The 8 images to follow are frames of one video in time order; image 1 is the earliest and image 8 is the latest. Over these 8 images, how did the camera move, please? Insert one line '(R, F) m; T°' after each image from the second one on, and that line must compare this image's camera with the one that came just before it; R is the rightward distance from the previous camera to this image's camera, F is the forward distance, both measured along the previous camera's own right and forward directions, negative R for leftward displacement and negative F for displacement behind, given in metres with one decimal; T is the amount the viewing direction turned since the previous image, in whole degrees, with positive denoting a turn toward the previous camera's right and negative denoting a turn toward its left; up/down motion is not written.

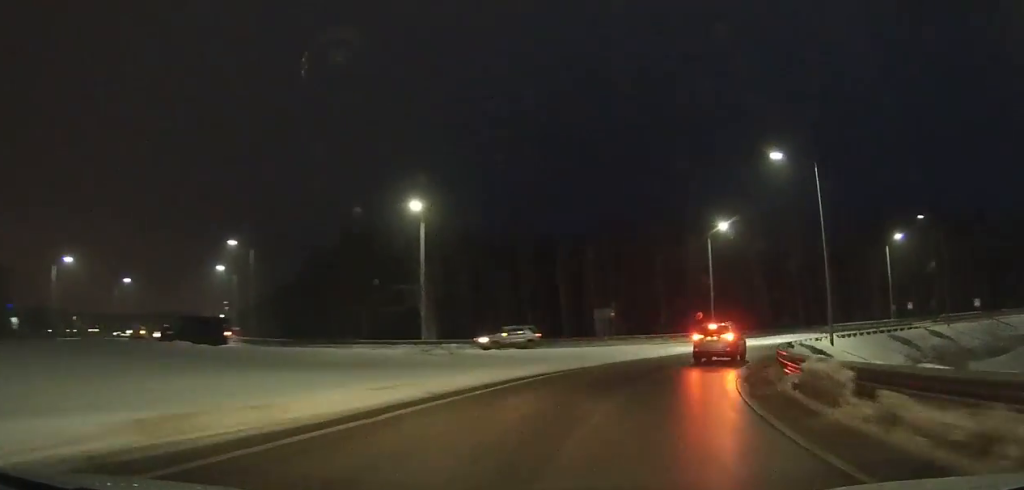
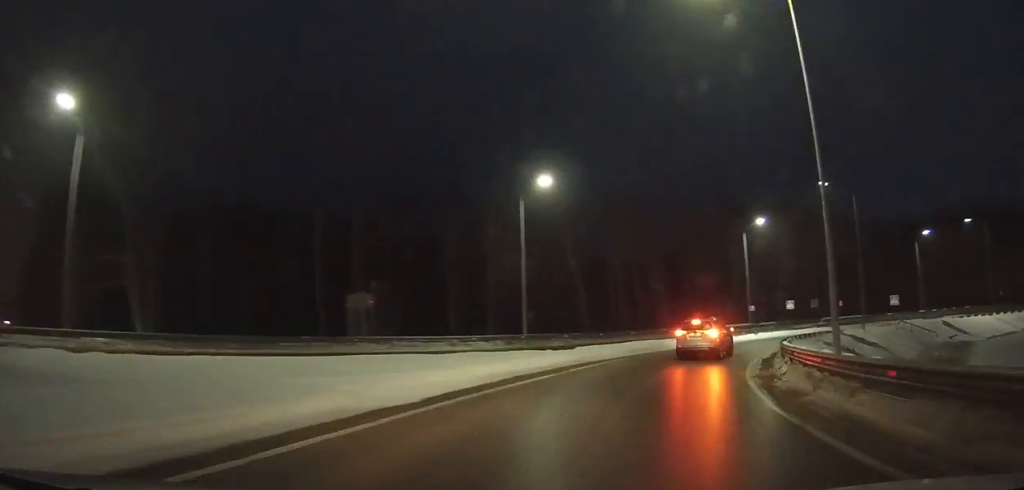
(+1.5, +20.5) m; +20°
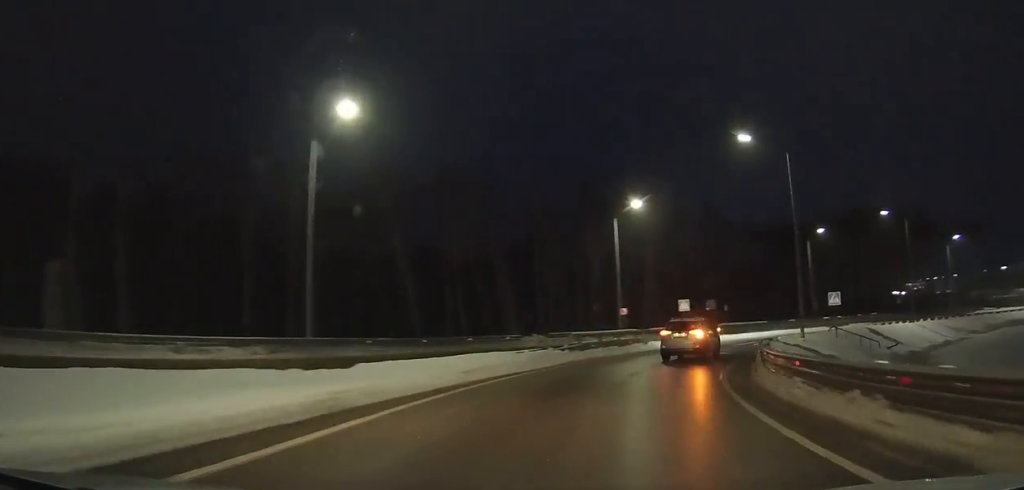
(+3.8, +13.7) m; +14°
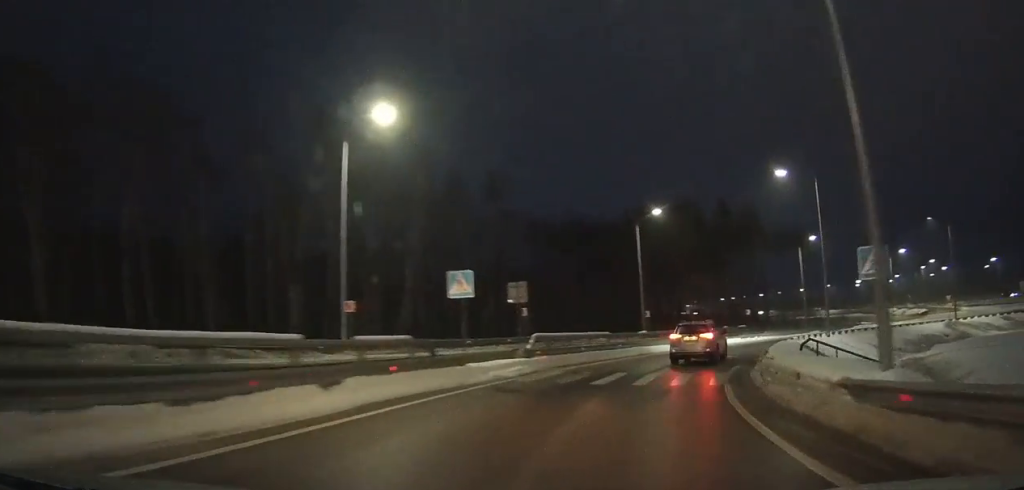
(+4.7, +23.4) m; +23°
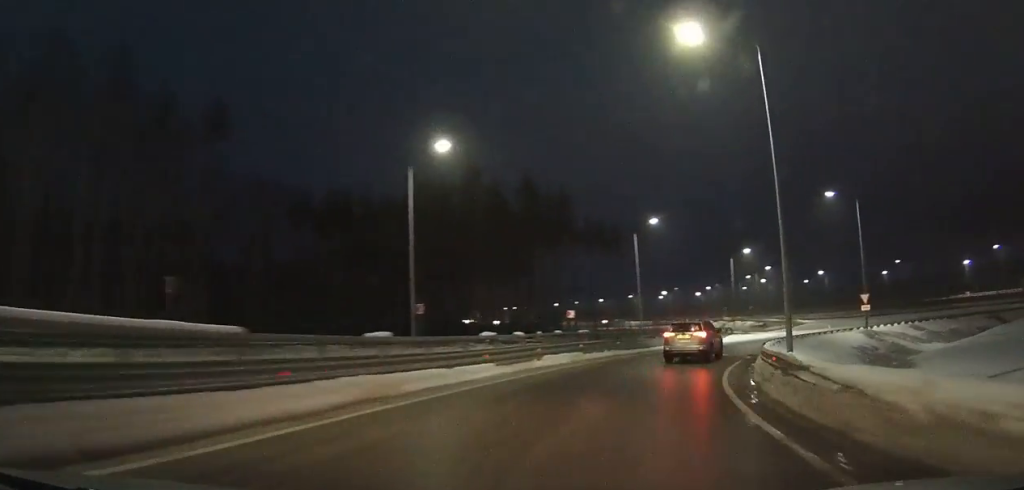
(+2.2, +20.6) m; +18°
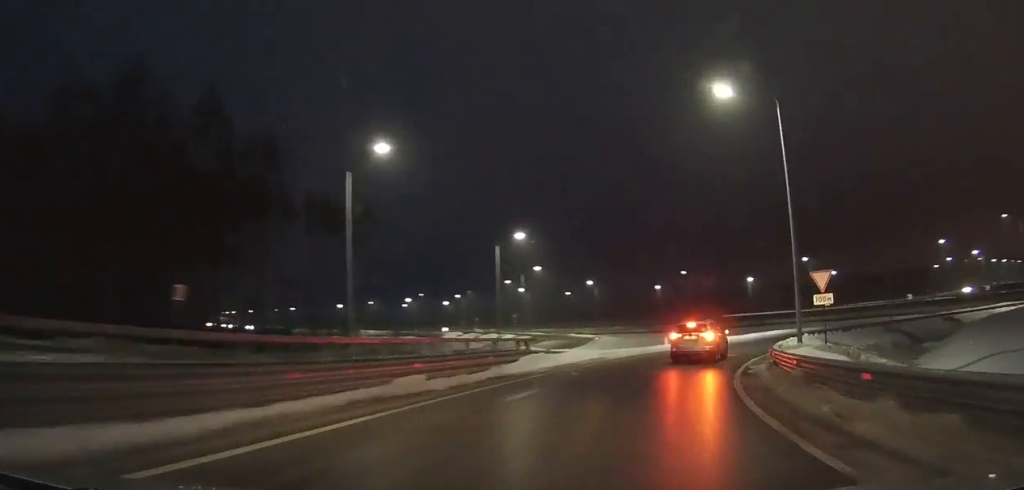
(+5.5, +24.0) m; +22°
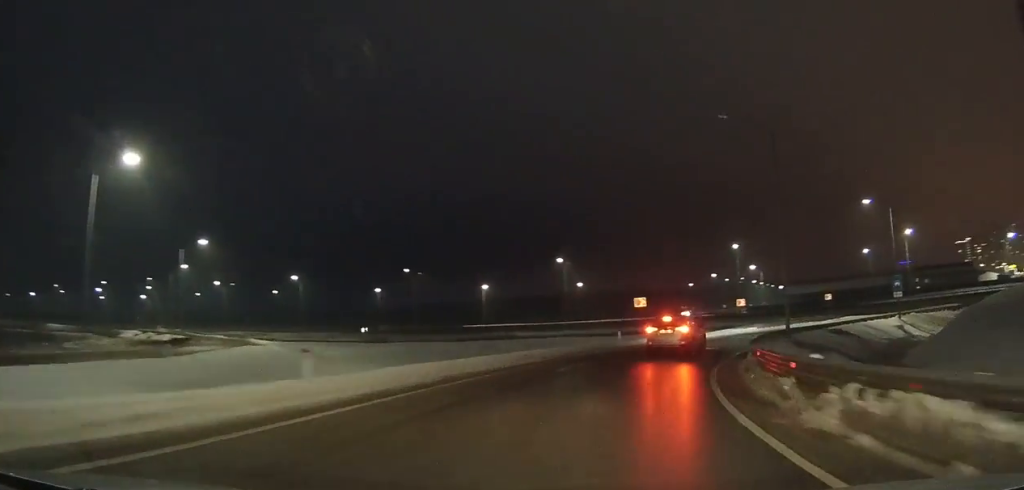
(+5.8, +24.7) m; +24°
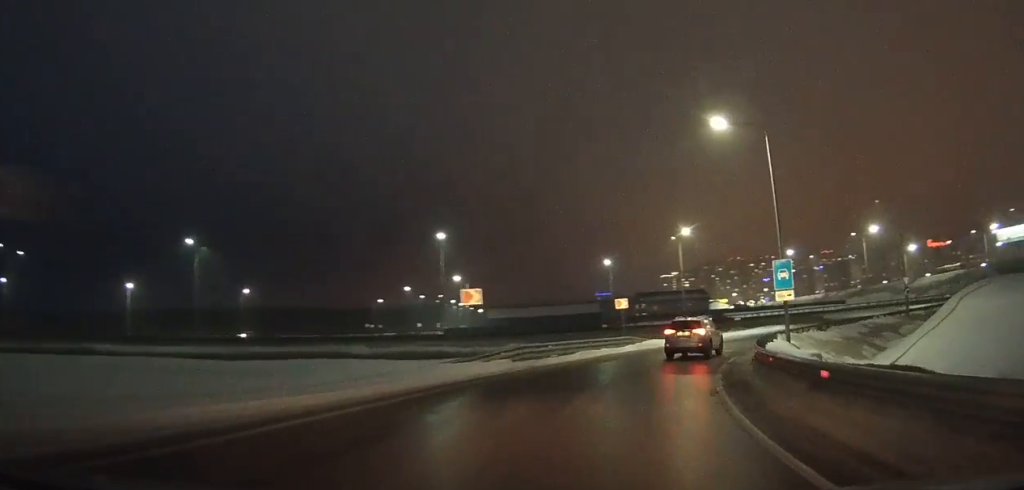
(+7.3, +28.0) m; +28°
